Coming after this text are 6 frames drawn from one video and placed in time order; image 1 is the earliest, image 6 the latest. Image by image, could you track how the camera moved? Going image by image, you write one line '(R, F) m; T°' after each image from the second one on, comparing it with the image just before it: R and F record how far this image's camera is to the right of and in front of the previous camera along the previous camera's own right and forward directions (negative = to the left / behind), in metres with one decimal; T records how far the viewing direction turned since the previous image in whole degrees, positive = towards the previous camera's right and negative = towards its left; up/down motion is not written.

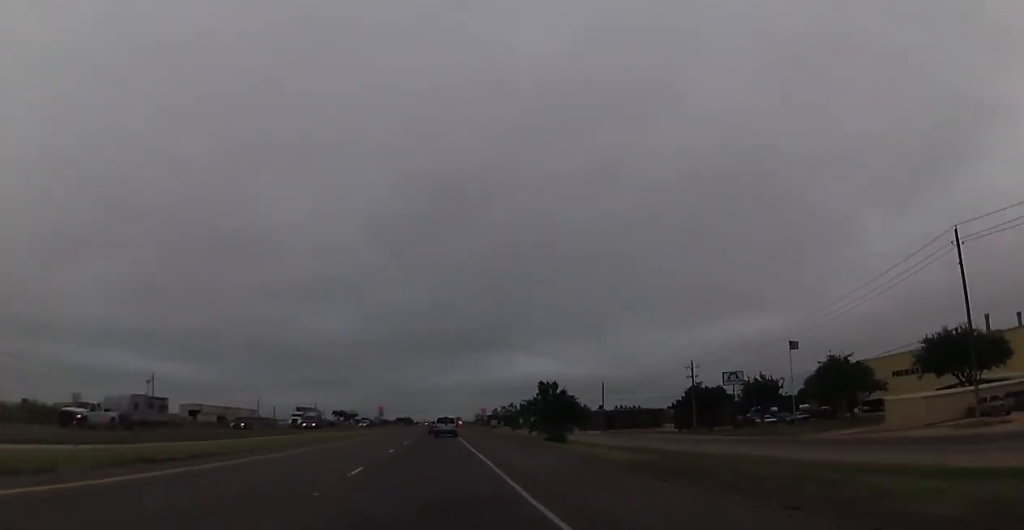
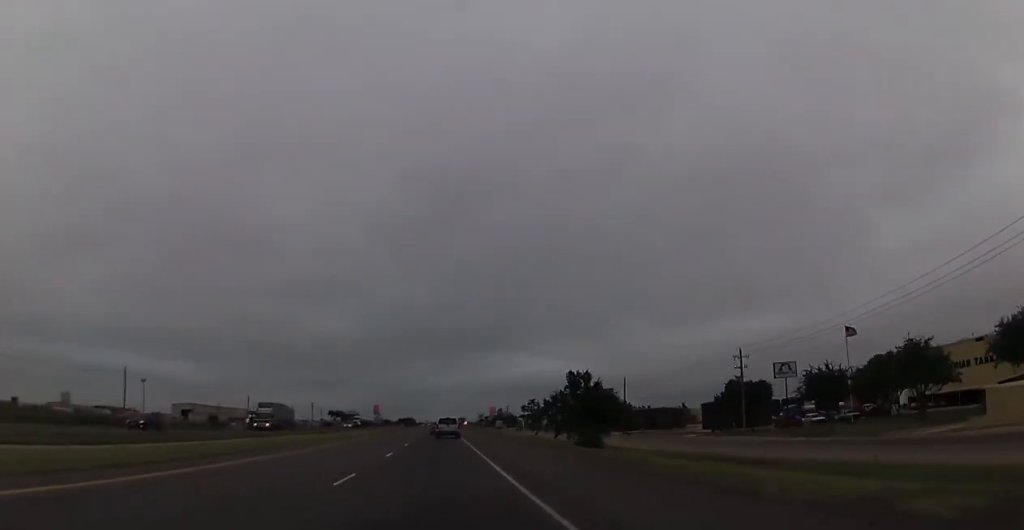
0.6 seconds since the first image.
(-0.1, +14.7) m; -1°
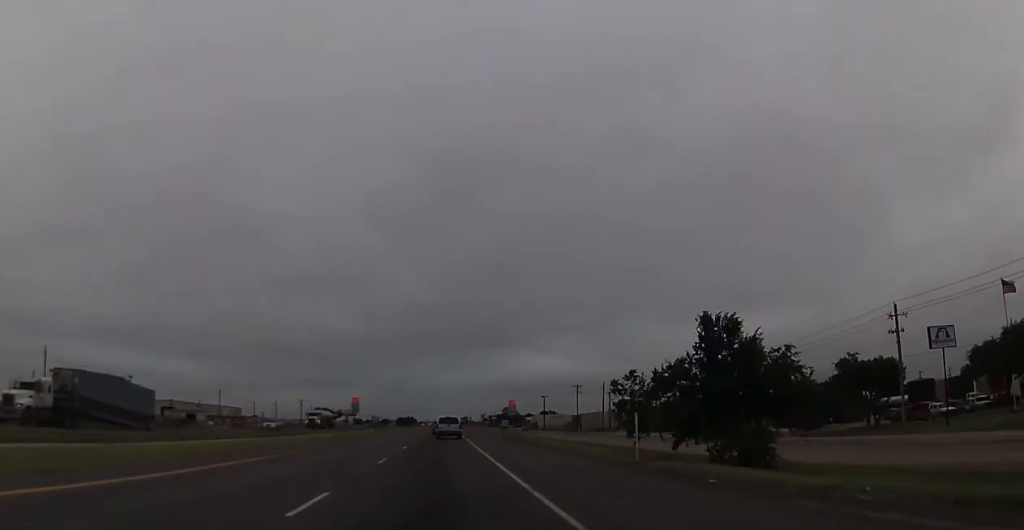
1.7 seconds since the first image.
(-0.1, +29.3) m; 0°
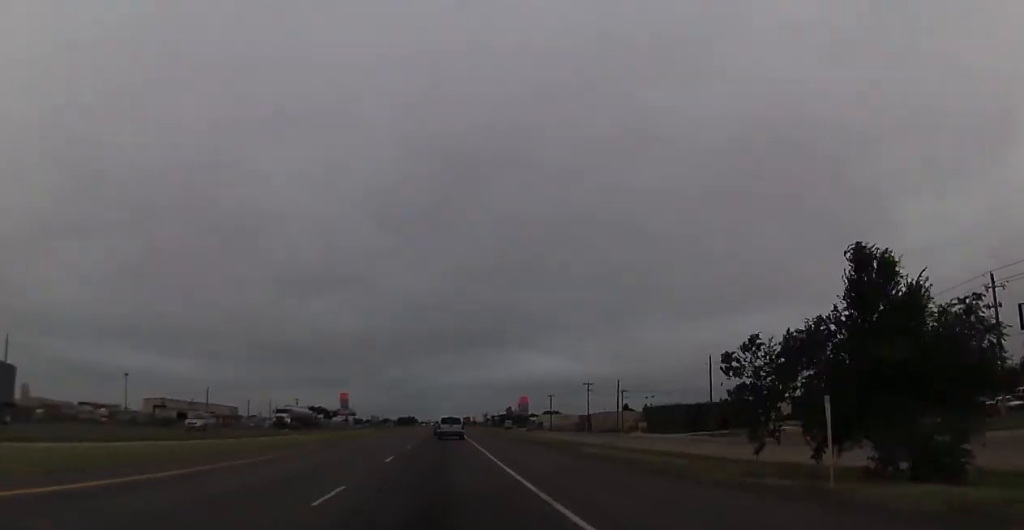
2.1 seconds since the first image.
(0.0, +11.2) m; 0°
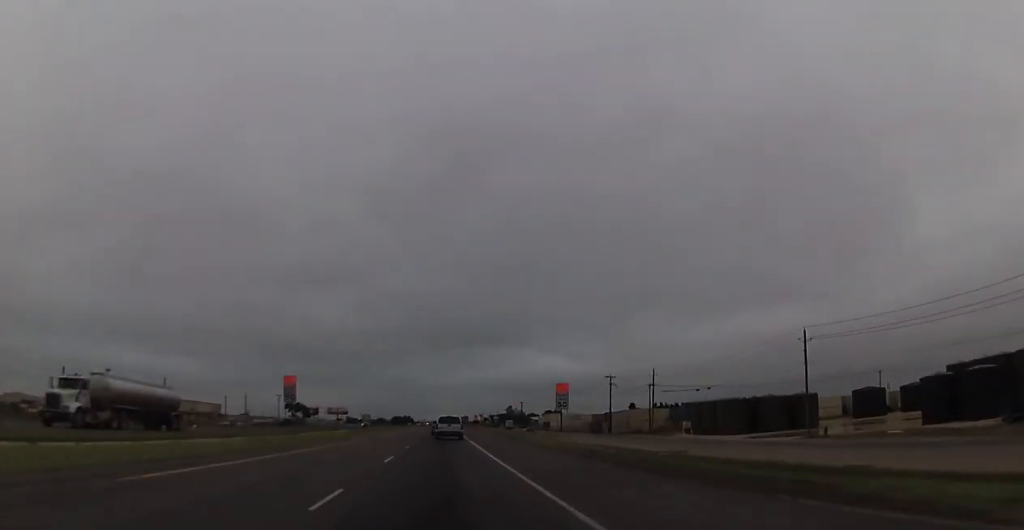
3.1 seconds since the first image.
(0.0, +25.6) m; 0°
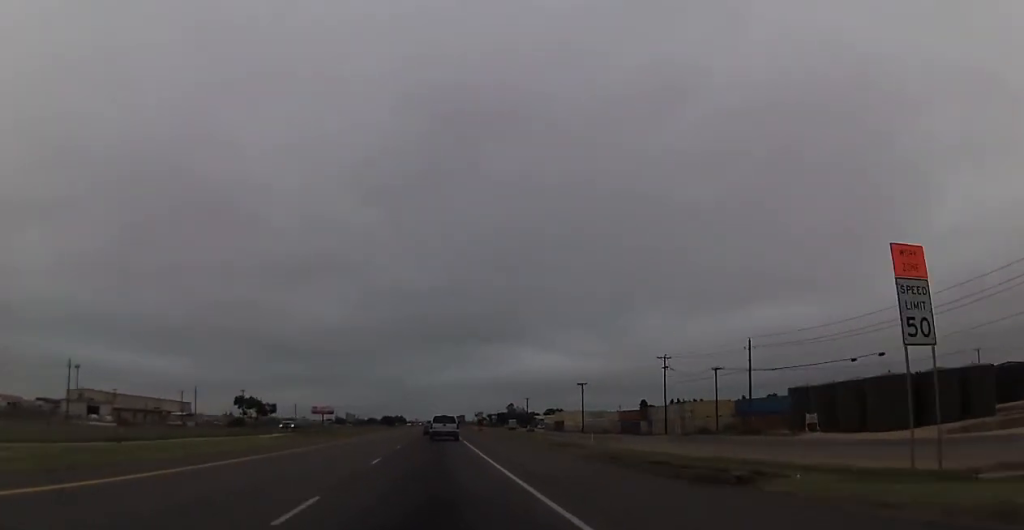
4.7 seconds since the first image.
(0.0, +38.9) m; +1°
